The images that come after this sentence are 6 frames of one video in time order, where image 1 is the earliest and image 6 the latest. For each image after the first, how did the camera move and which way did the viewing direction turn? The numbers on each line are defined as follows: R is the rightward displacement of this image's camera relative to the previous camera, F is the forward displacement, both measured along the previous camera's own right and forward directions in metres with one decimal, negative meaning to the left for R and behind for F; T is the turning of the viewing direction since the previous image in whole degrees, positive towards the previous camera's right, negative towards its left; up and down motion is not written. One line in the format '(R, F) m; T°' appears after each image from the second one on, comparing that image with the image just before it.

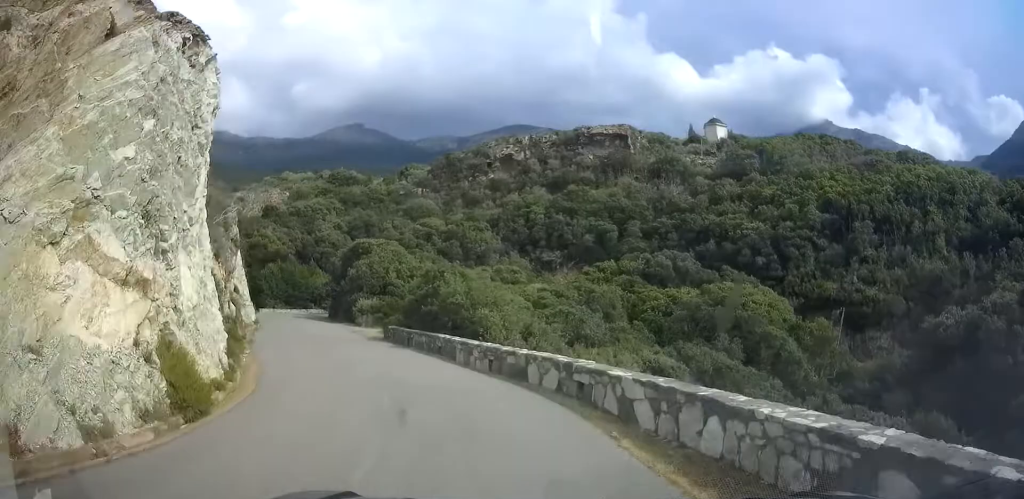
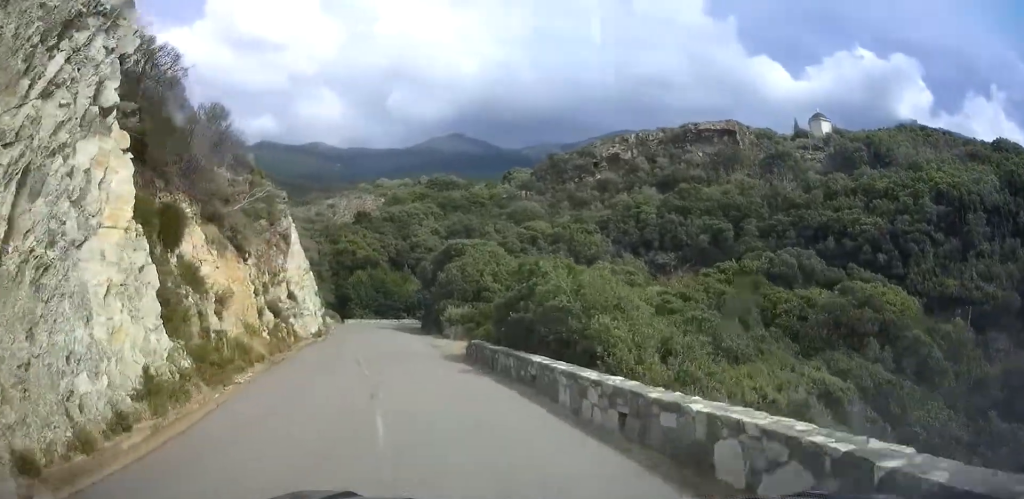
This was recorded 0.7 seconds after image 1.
(-0.5, +7.7) m; -7°
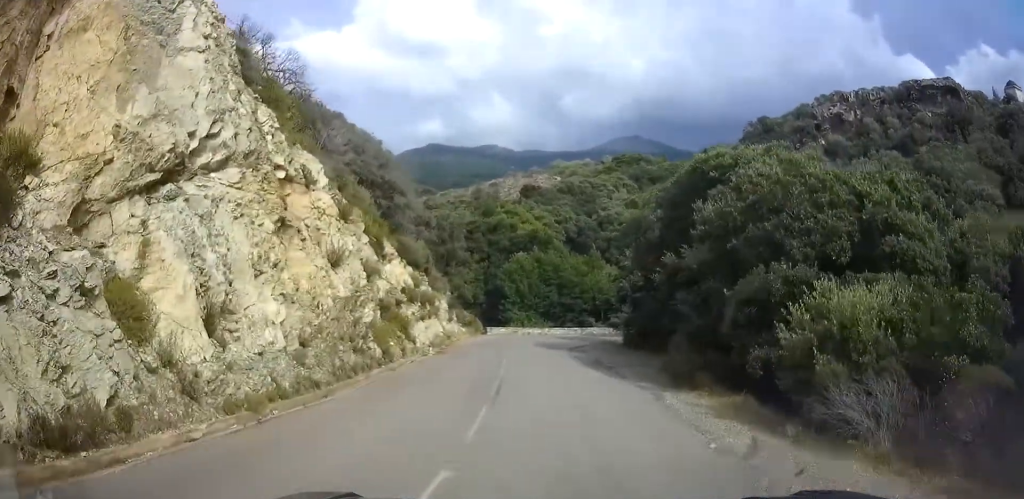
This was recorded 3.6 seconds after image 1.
(-4.6, +33.6) m; -12°
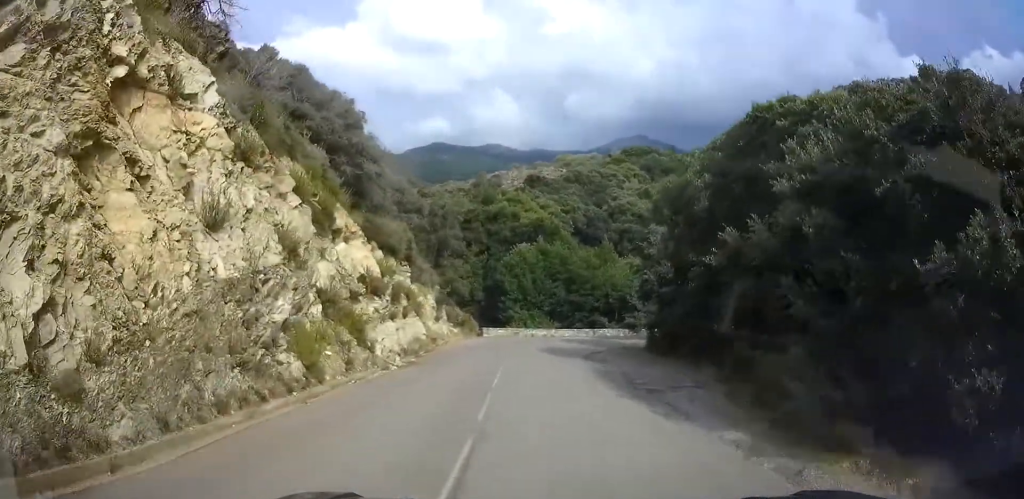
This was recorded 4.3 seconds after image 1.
(-0.1, +7.1) m; 0°
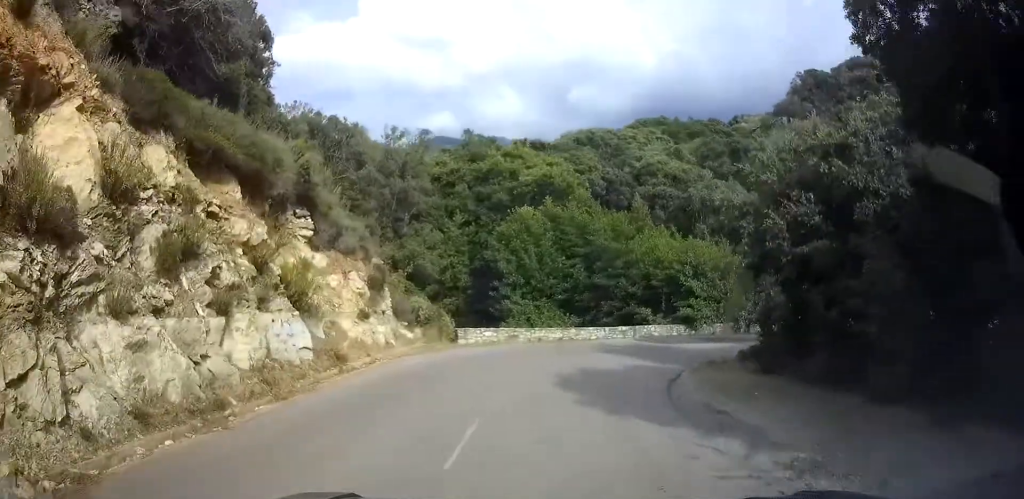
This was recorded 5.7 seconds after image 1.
(+0.1, +15.8) m; +2°
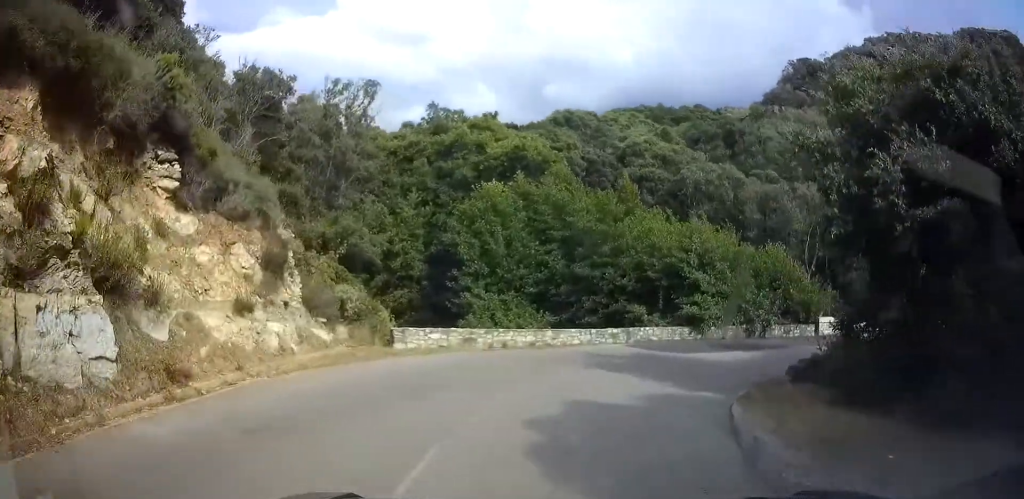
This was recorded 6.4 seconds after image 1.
(+0.3, +6.5) m; -1°
